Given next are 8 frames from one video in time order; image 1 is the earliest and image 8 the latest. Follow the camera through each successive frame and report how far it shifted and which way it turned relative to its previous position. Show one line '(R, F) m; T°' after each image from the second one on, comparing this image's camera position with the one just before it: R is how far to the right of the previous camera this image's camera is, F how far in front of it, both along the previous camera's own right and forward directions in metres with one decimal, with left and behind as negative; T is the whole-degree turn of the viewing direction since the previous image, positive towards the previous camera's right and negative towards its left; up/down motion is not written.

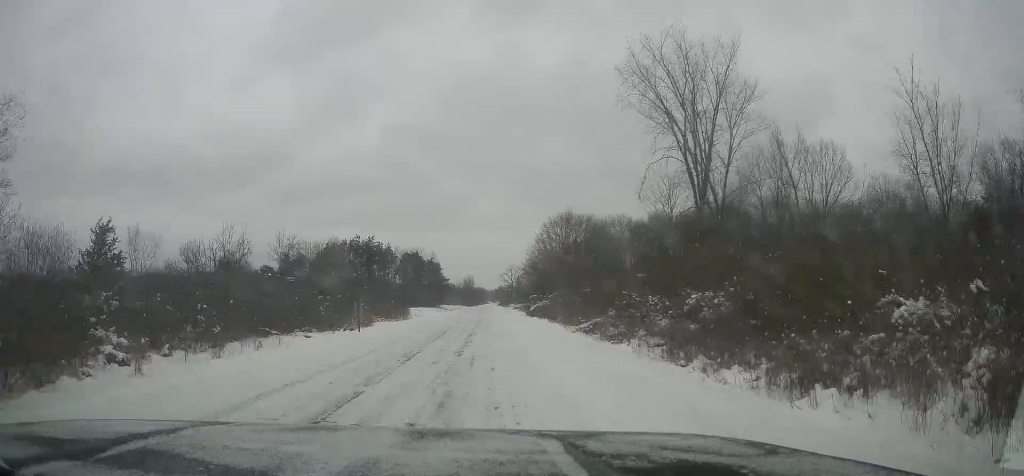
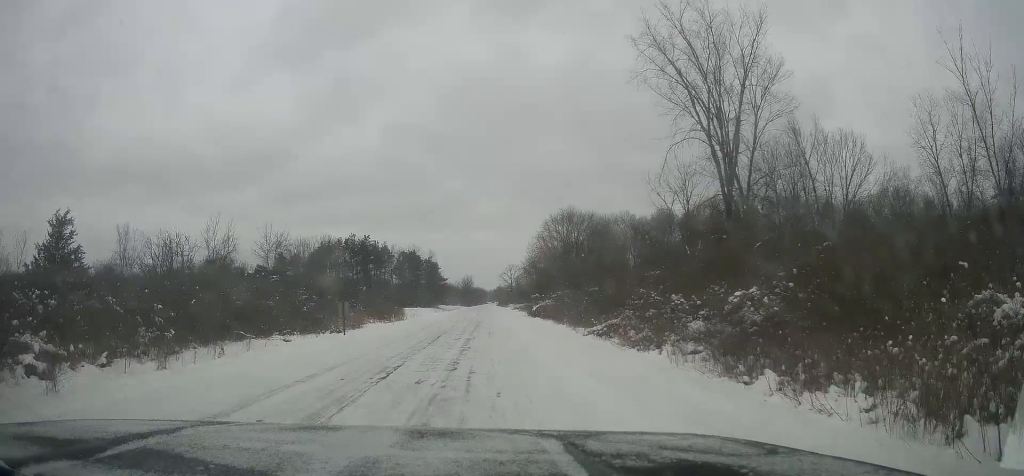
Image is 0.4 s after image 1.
(-0.2, +4.3) m; 0°
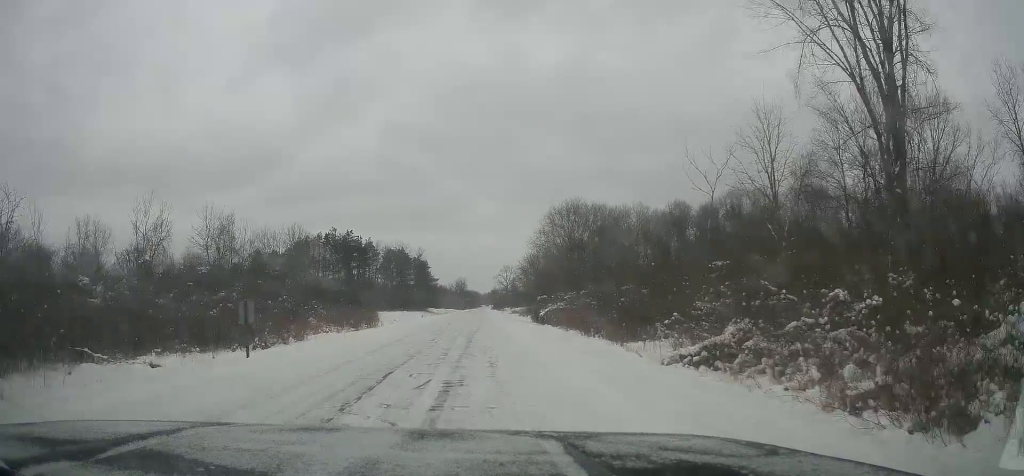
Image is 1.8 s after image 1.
(+0.2, +14.7) m; +3°
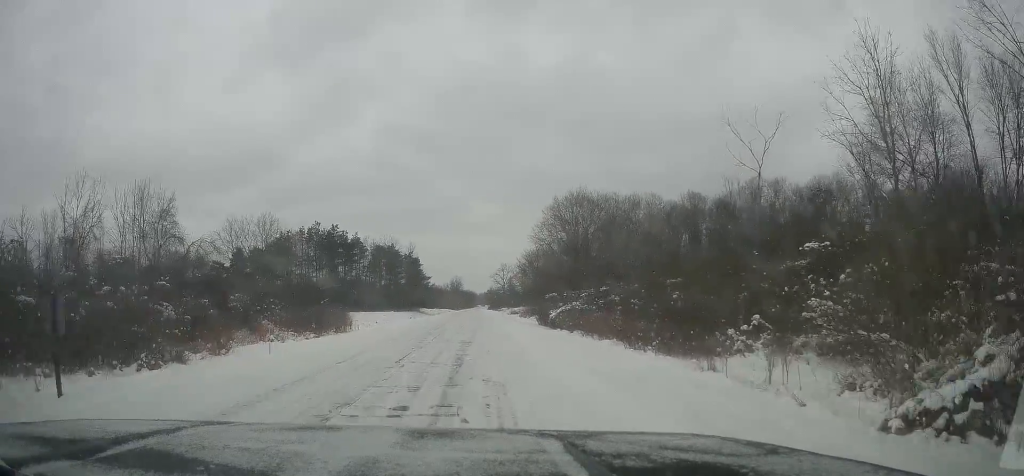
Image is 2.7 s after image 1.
(+0.1, +10.7) m; -2°
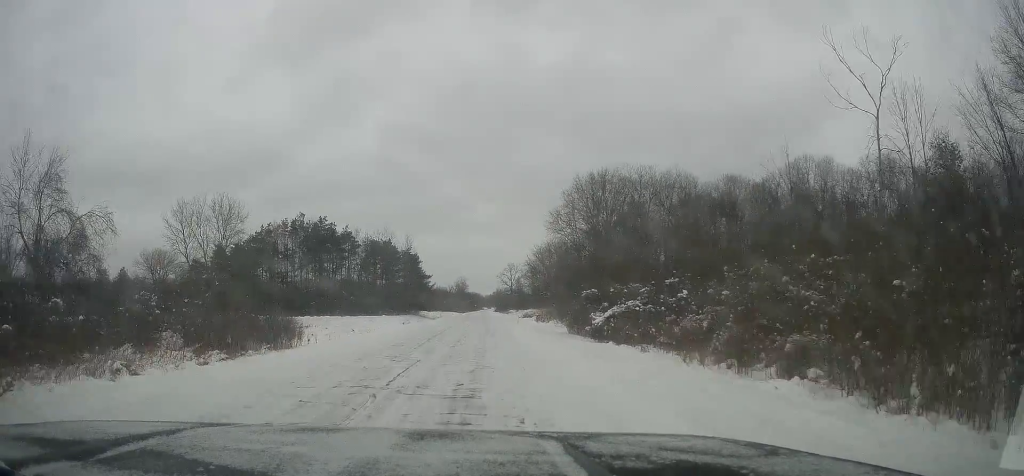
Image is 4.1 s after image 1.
(-0.5, +15.1) m; -1°
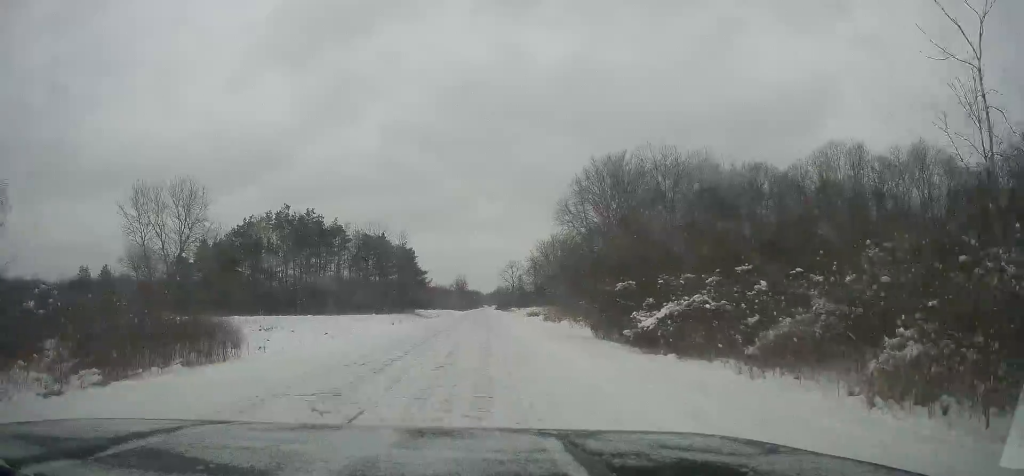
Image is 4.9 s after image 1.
(+0.4, +9.1) m; 0°
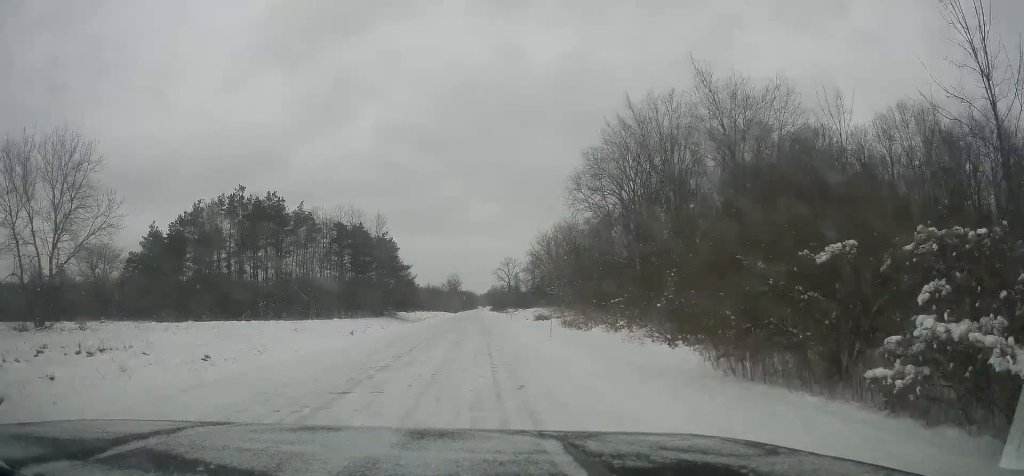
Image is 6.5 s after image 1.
(-0.2, +17.9) m; 0°
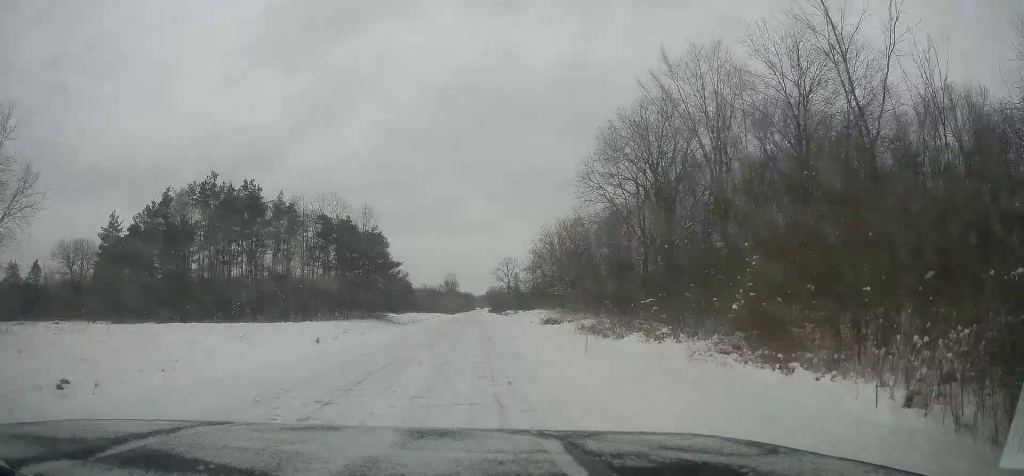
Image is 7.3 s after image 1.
(0.0, +9.3) m; 0°
